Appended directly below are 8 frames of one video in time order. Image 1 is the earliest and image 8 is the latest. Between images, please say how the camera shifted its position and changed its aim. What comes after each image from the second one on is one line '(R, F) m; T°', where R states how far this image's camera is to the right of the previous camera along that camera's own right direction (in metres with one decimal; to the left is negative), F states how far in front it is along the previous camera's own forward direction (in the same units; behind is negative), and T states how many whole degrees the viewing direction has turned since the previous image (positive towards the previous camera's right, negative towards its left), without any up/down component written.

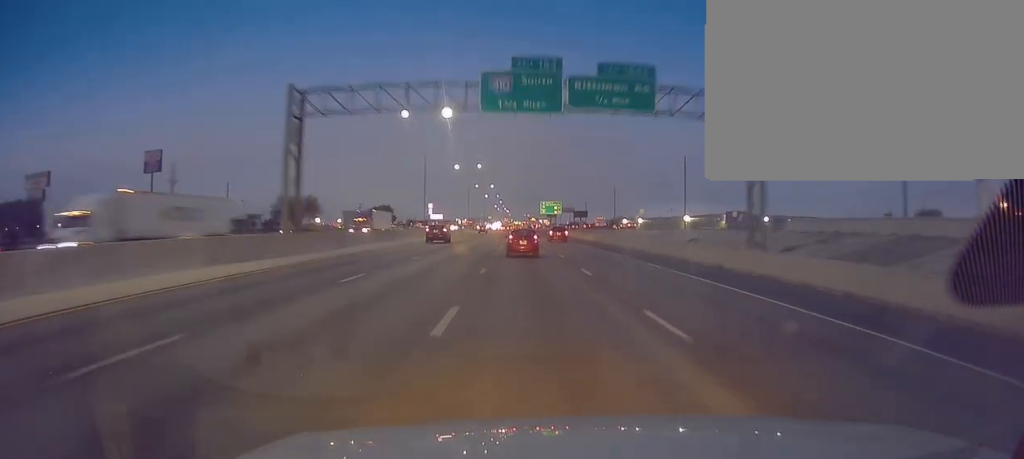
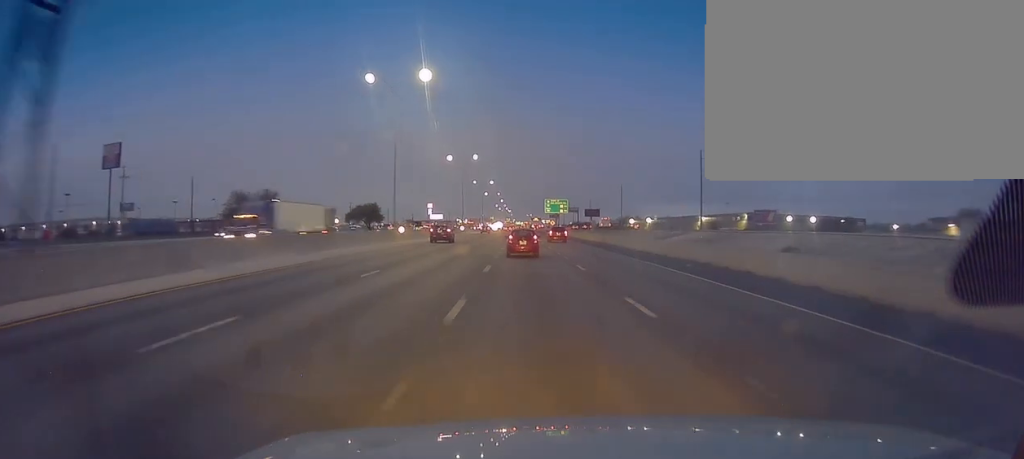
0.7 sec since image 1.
(+0.6, +22.2) m; 0°
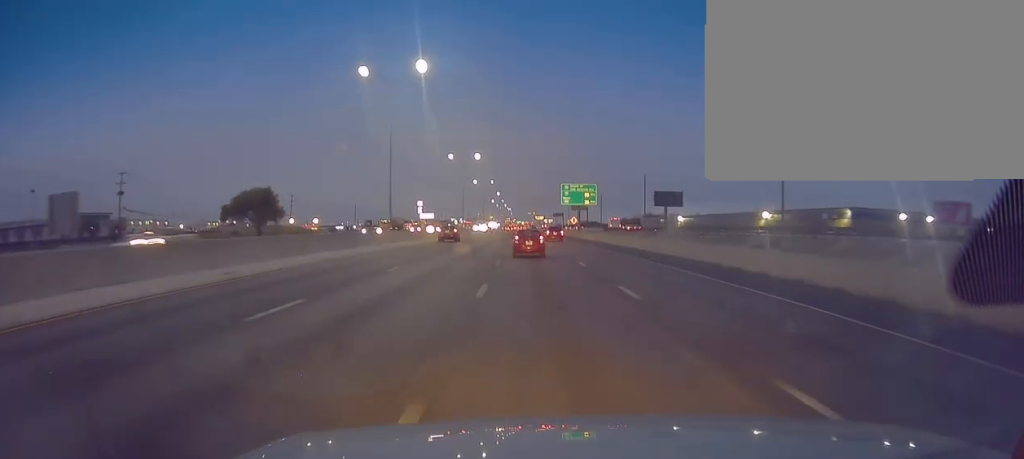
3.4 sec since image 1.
(-1.5, +81.2) m; -1°
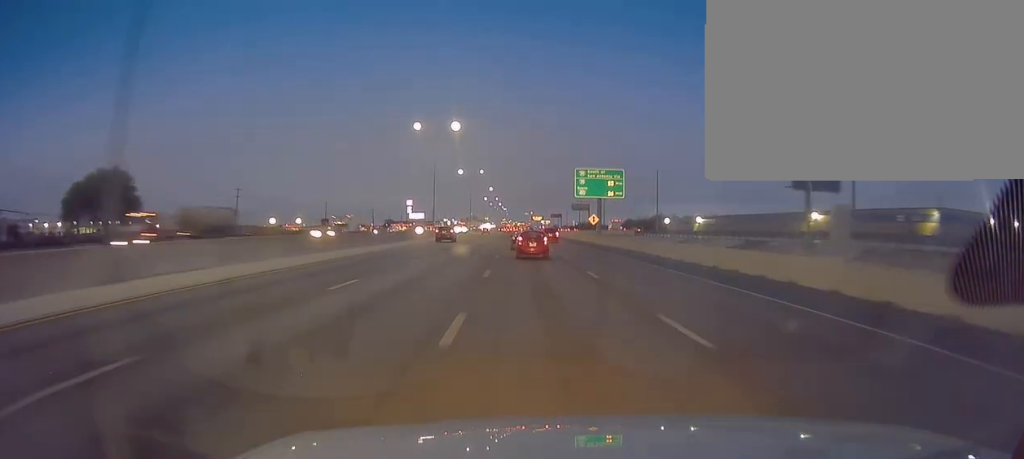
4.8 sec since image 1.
(-0.3, +42.1) m; -1°
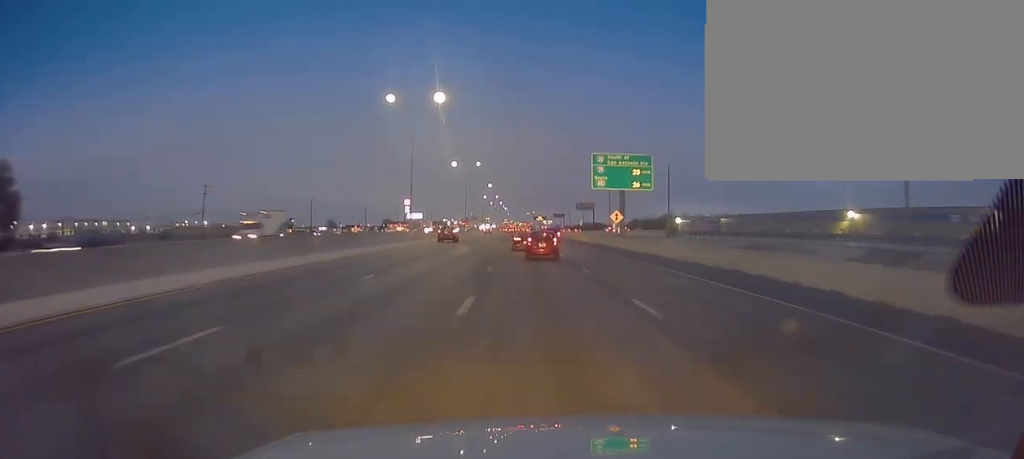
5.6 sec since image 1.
(0.0, +22.2) m; +1°
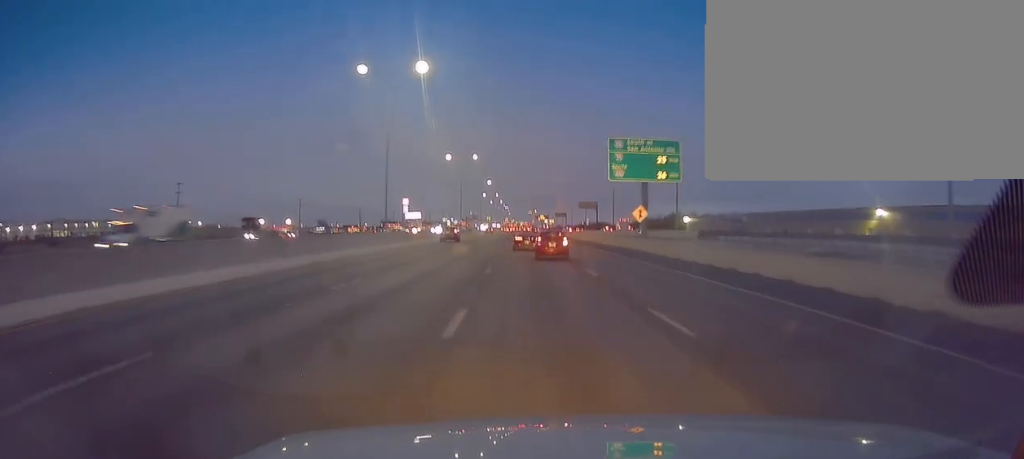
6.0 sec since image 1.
(+0.1, +14.3) m; +1°
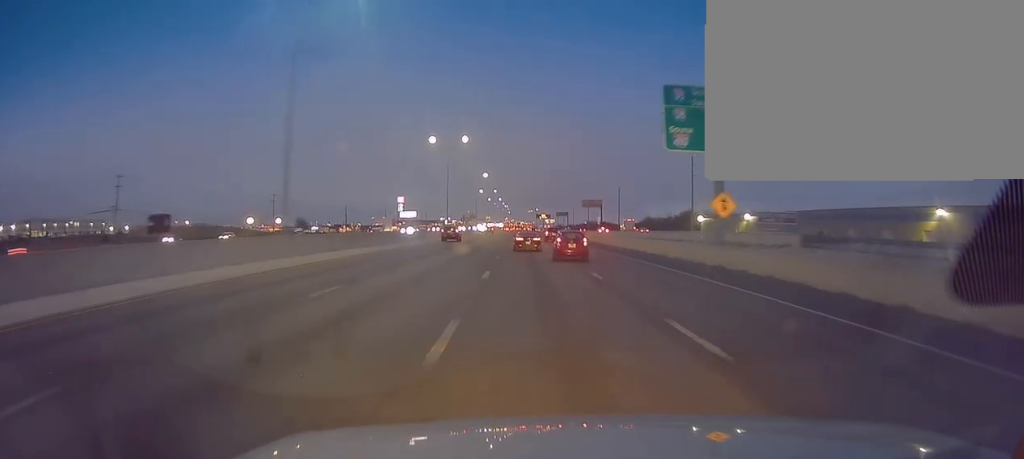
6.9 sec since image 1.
(+0.3, +25.7) m; +1°
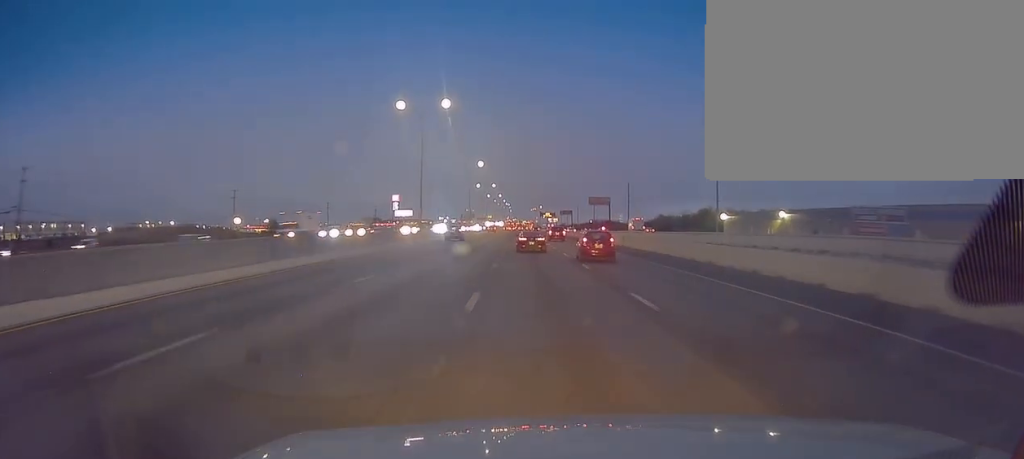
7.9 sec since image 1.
(+0.2, +31.2) m; -1°
